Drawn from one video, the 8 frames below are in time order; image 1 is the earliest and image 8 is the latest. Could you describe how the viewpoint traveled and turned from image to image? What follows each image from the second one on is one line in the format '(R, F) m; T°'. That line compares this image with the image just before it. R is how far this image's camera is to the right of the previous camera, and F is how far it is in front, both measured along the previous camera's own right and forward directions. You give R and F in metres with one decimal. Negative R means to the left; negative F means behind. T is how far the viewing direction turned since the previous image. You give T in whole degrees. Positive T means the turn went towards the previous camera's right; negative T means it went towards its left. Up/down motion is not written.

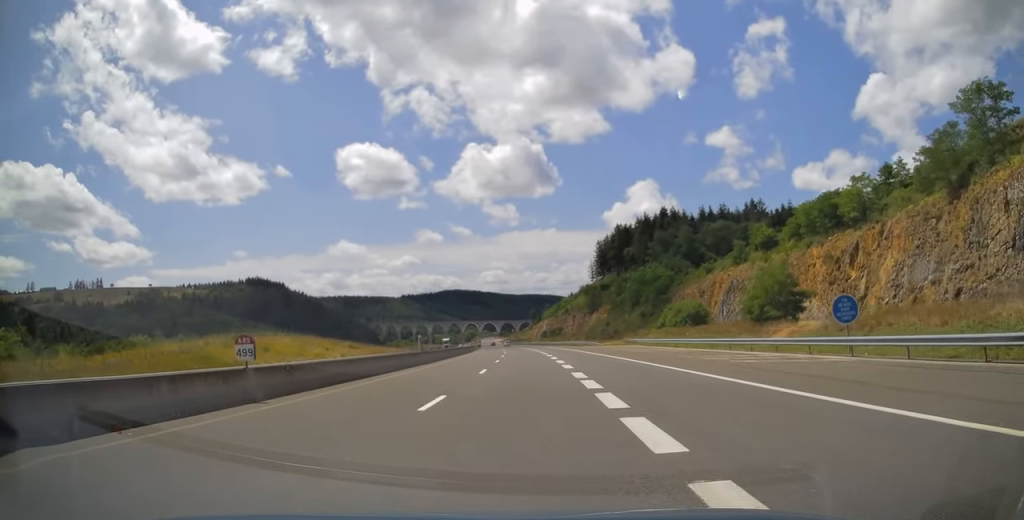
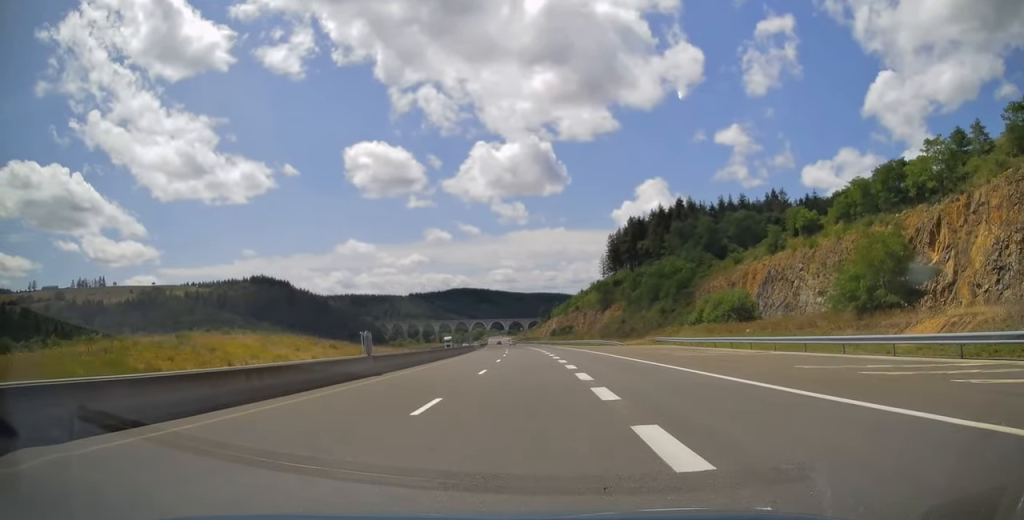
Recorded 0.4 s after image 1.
(0.0, +14.0) m; -1°
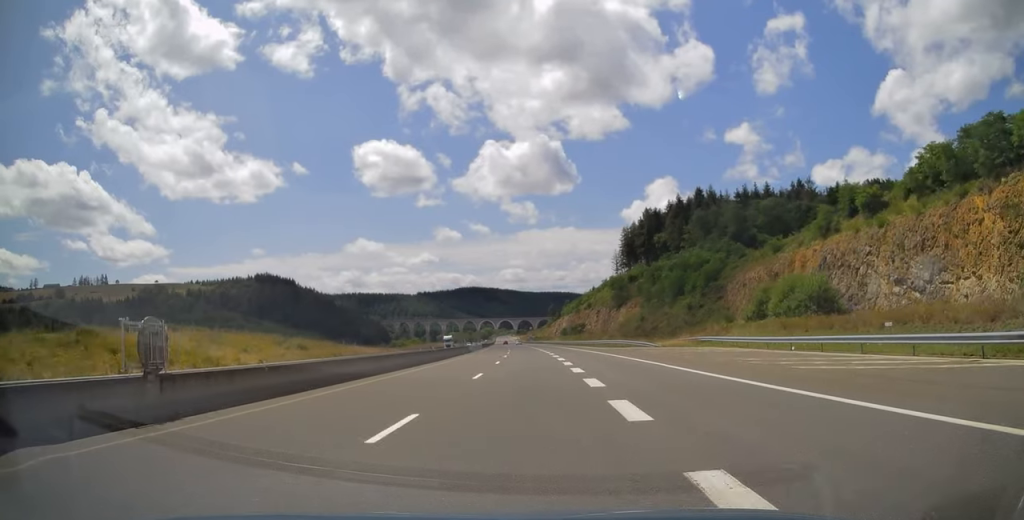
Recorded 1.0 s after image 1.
(-0.2, +16.0) m; -1°
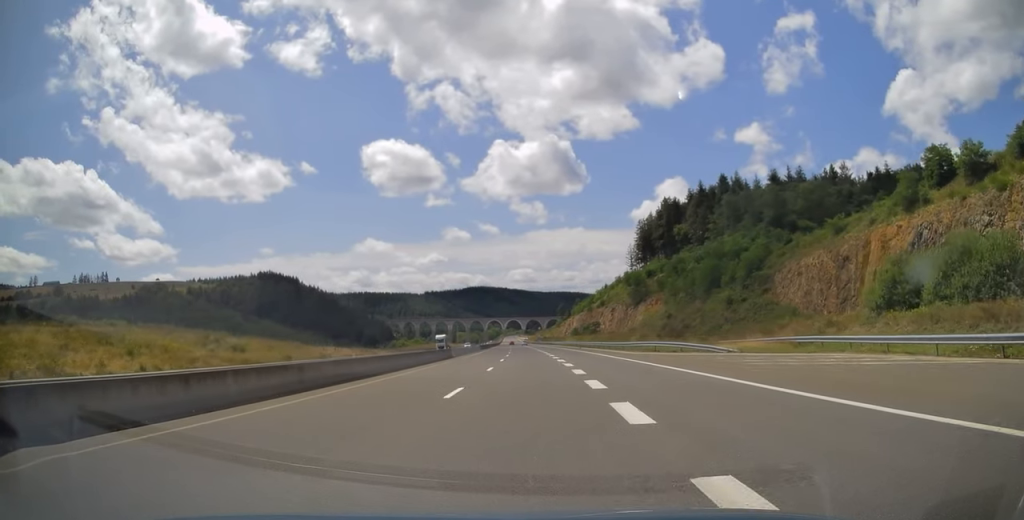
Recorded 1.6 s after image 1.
(-0.2, +19.6) m; -1°
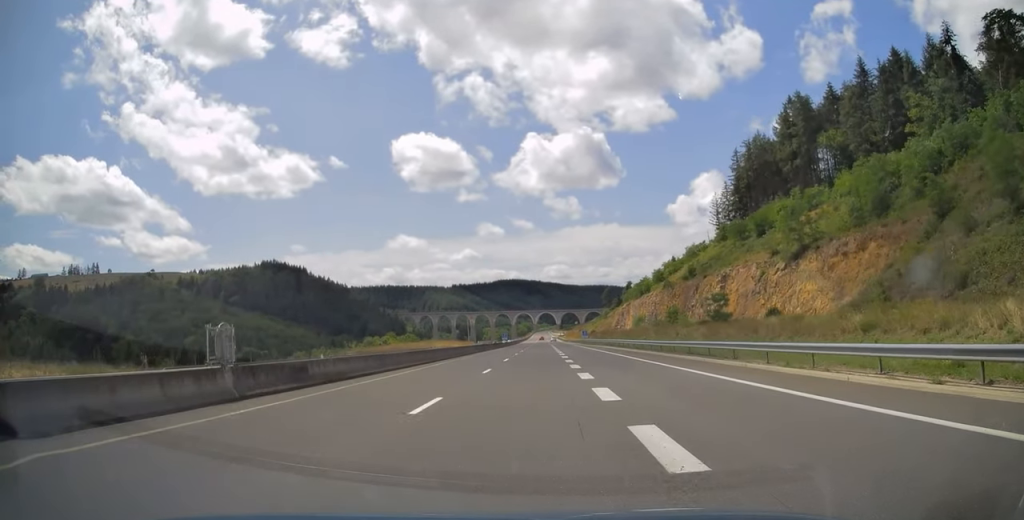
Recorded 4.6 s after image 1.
(-3.3, +94.1) m; -4°
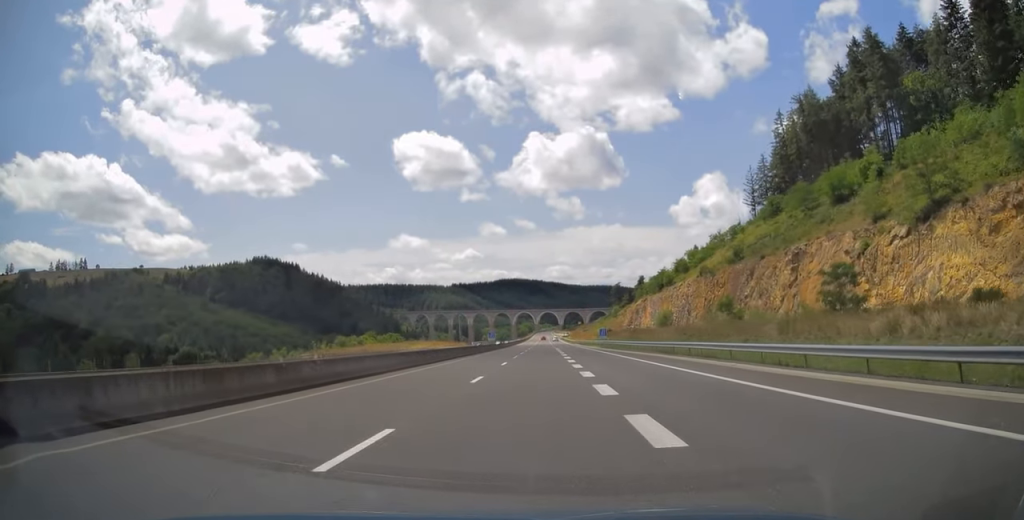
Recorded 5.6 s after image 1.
(-0.3, +31.0) m; -1°
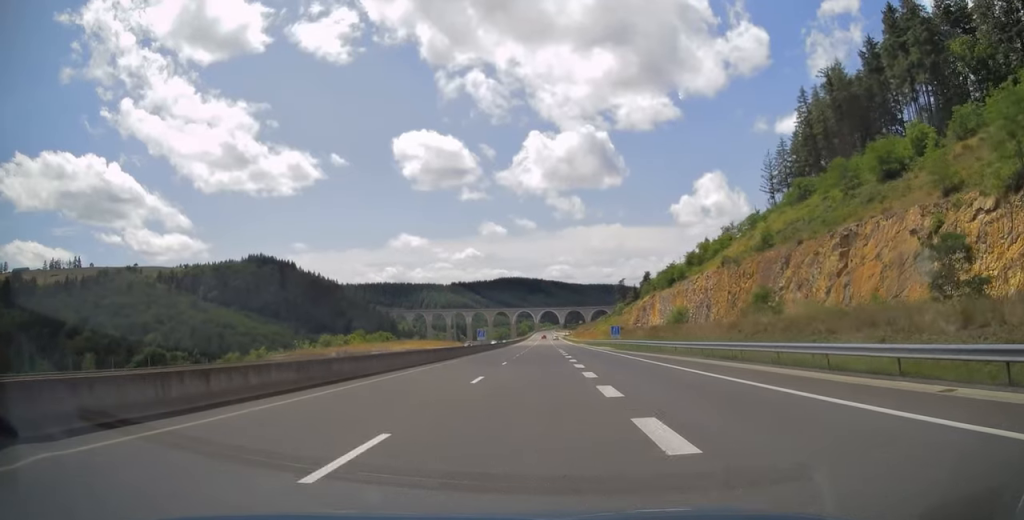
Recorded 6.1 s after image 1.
(0.0, +13.5) m; 0°
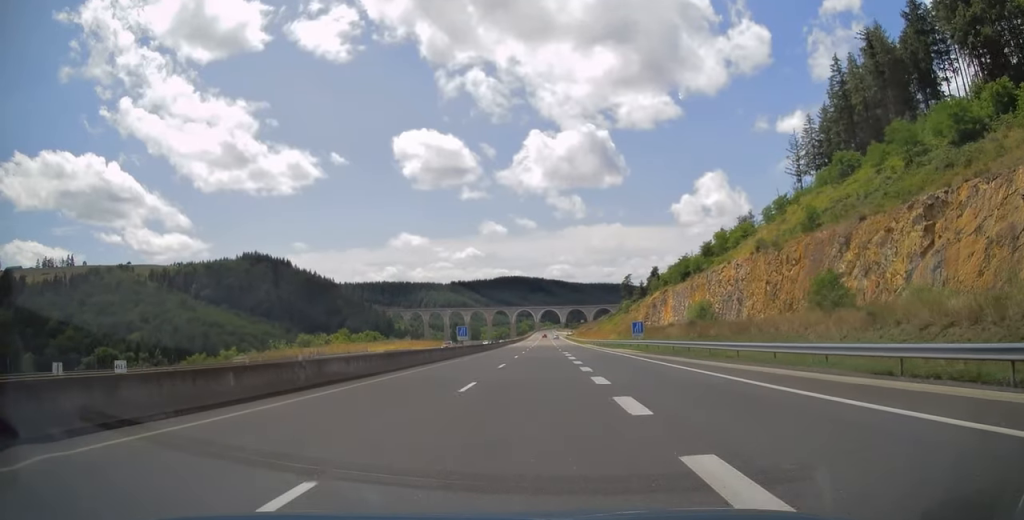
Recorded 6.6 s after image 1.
(0.0, +16.0) m; 0°
